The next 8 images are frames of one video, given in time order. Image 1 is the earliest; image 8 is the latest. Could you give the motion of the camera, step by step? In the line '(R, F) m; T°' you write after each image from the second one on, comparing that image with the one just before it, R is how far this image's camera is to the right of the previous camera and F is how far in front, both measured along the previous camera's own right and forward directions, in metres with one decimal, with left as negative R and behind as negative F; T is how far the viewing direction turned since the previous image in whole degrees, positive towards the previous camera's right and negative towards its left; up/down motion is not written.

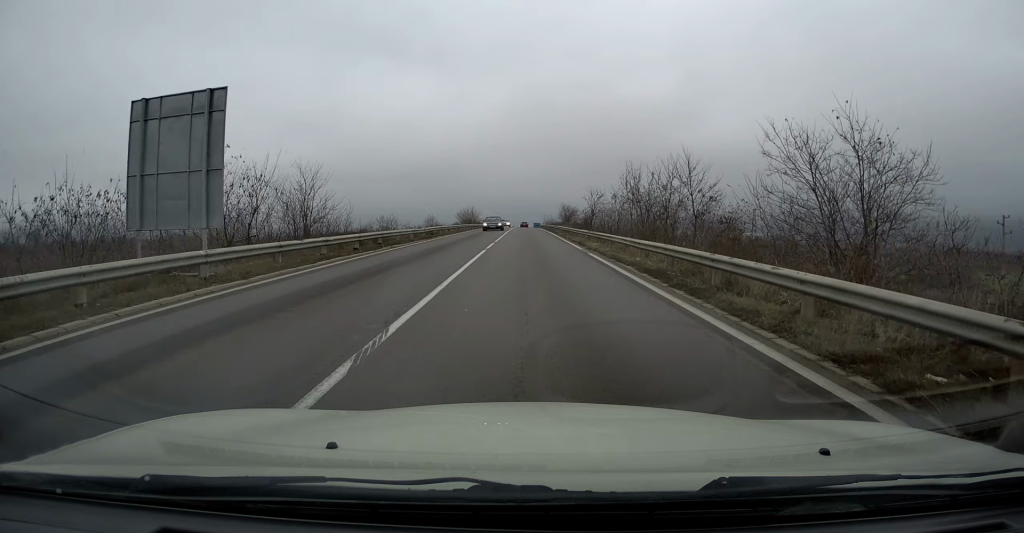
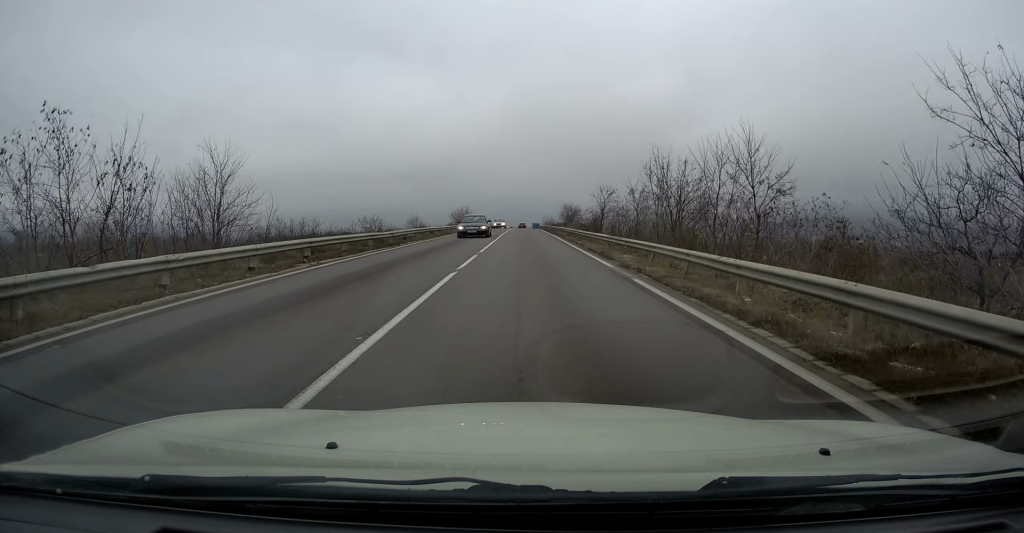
(+0.2, +9.0) m; +1°
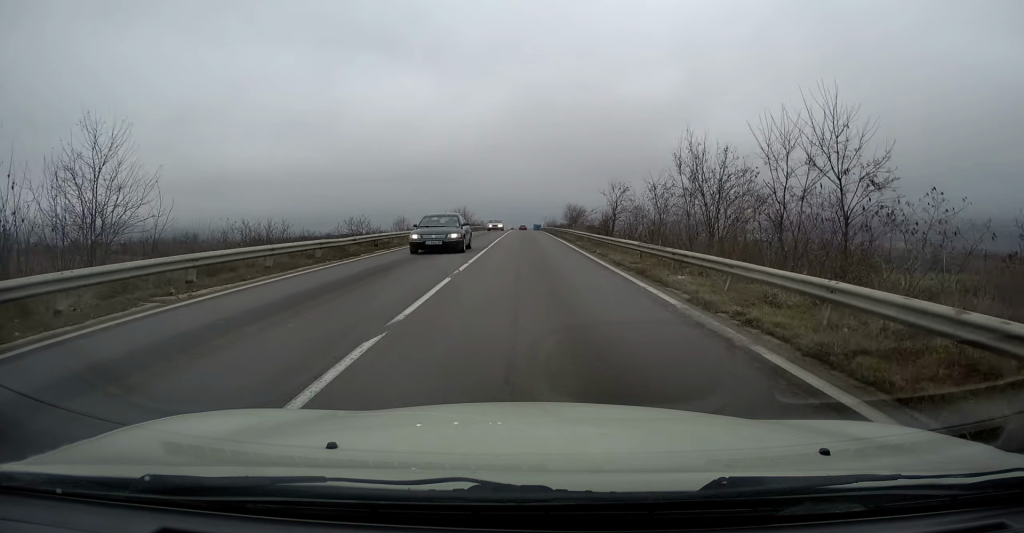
(0.0, +6.7) m; 0°
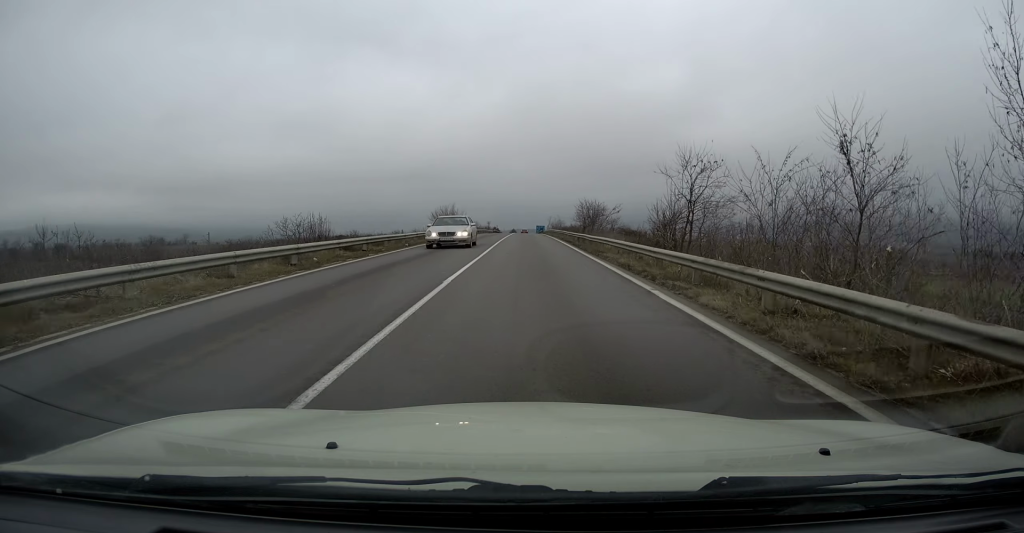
(-0.1, +21.2) m; -1°
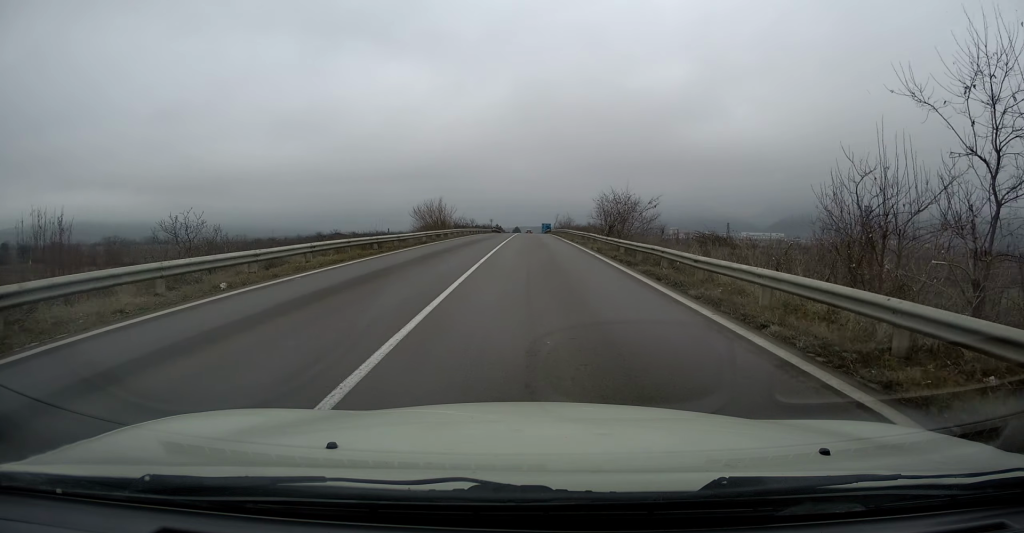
(-0.1, +18.5) m; 0°
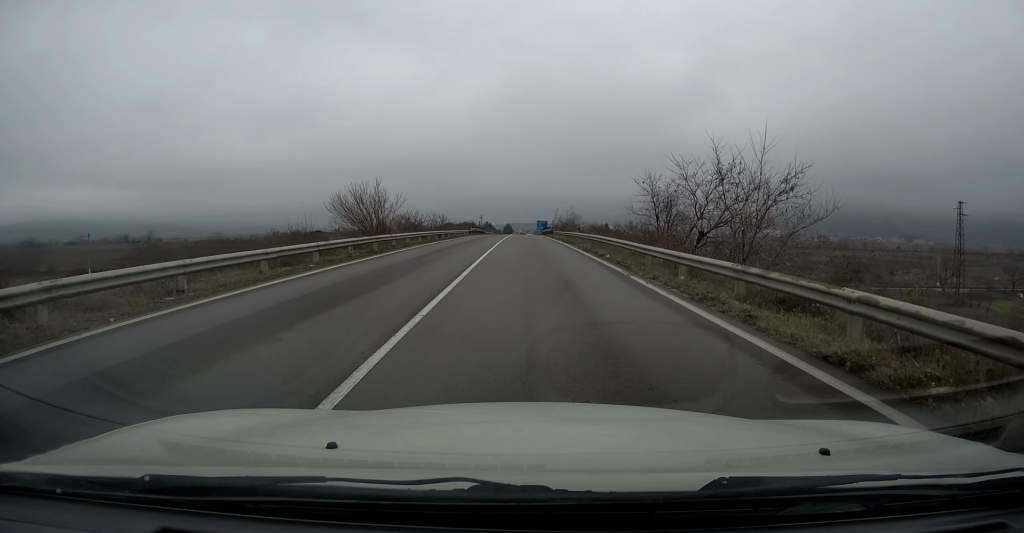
(0.0, +29.6) m; +1°
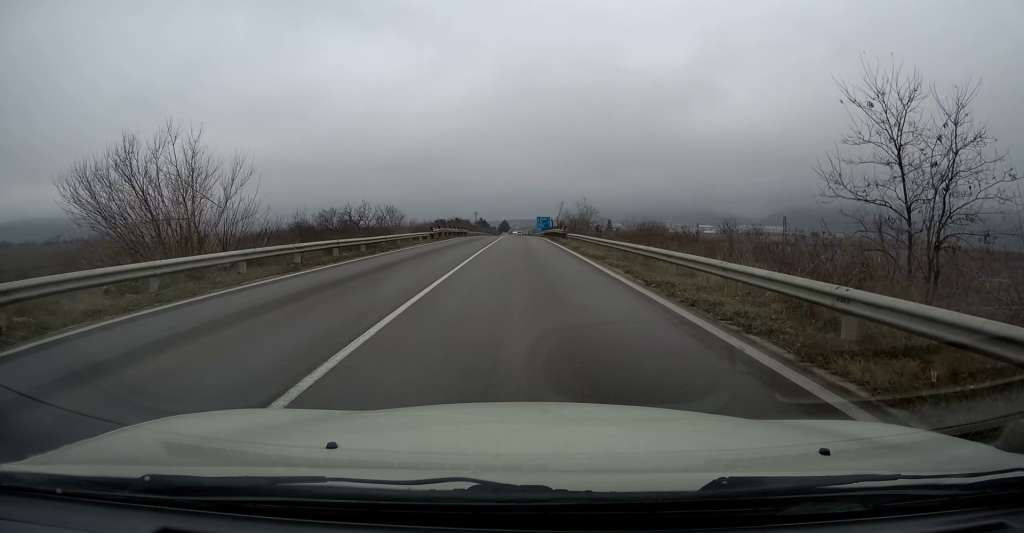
(+0.5, +27.2) m; 0°
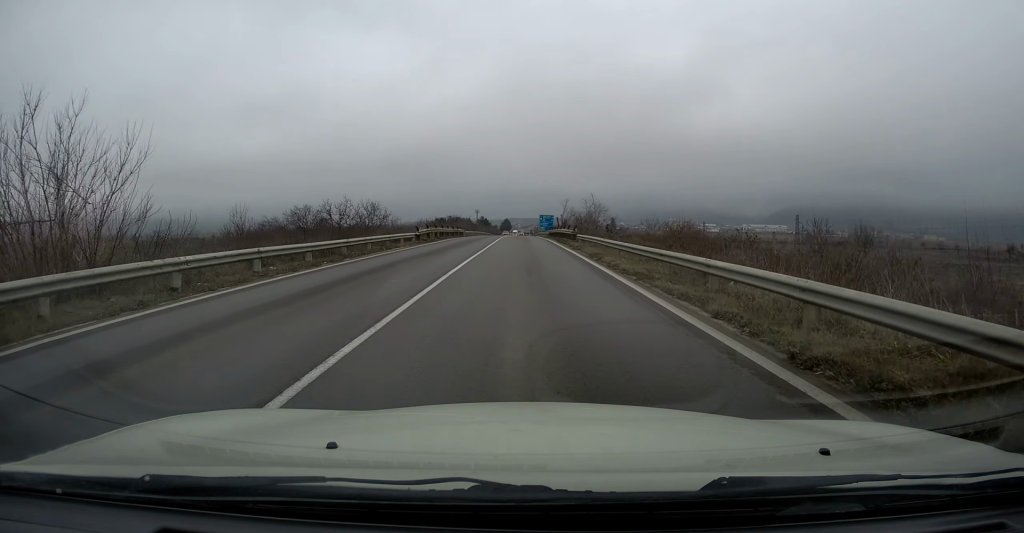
(0.0, +6.7) m; 0°
